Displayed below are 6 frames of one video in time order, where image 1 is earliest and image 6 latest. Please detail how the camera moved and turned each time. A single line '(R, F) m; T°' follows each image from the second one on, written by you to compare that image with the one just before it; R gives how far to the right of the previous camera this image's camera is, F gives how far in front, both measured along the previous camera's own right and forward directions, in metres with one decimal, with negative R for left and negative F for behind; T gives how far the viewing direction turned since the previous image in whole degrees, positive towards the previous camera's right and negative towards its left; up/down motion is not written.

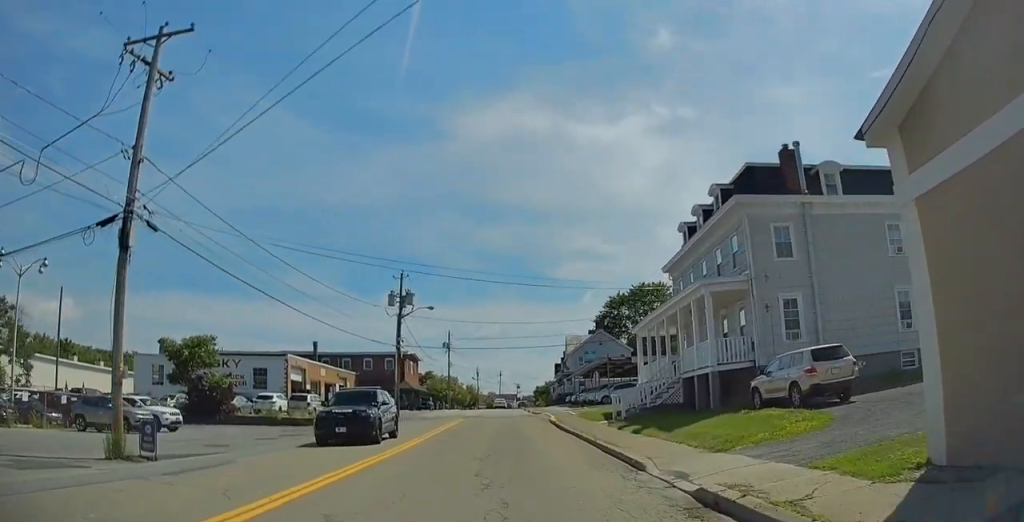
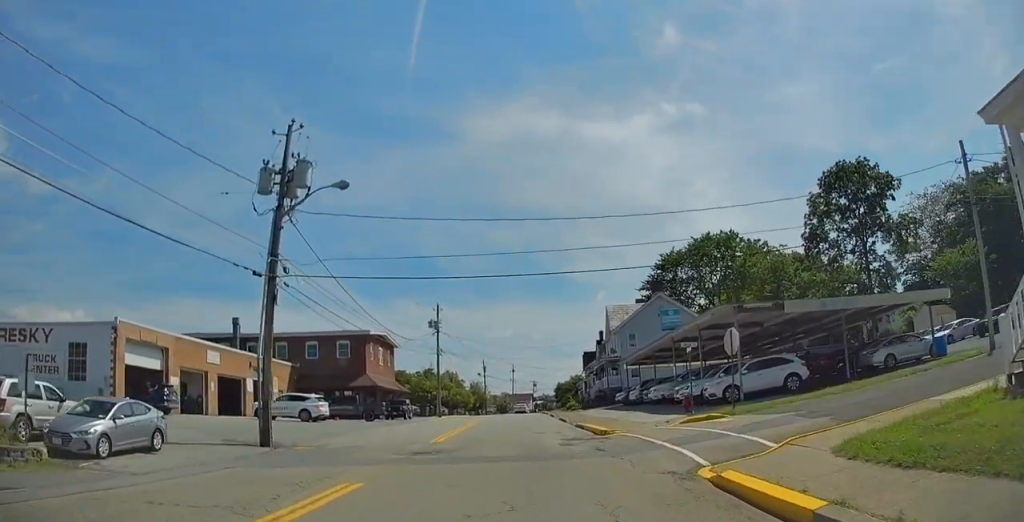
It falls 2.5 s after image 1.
(-0.3, +30.6) m; +1°
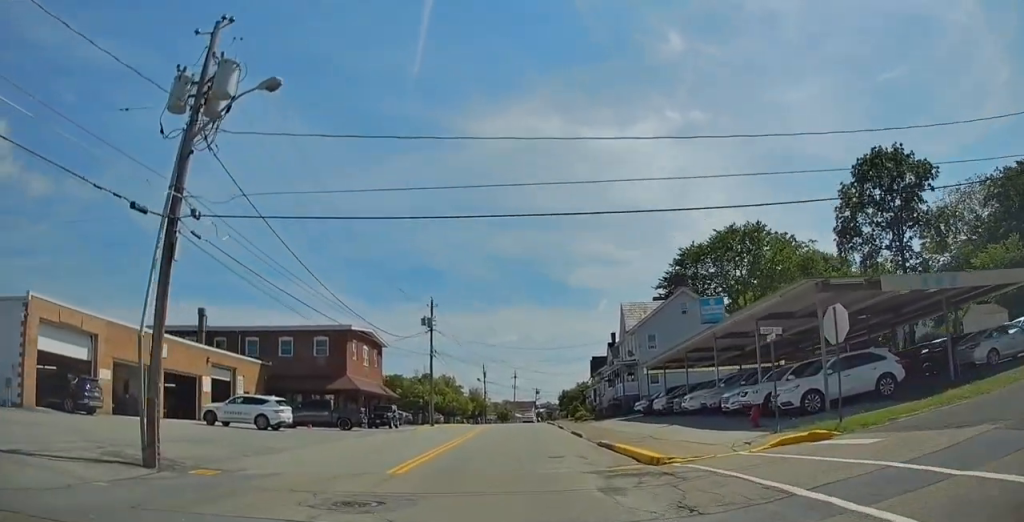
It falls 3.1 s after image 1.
(0.0, +7.6) m; 0°
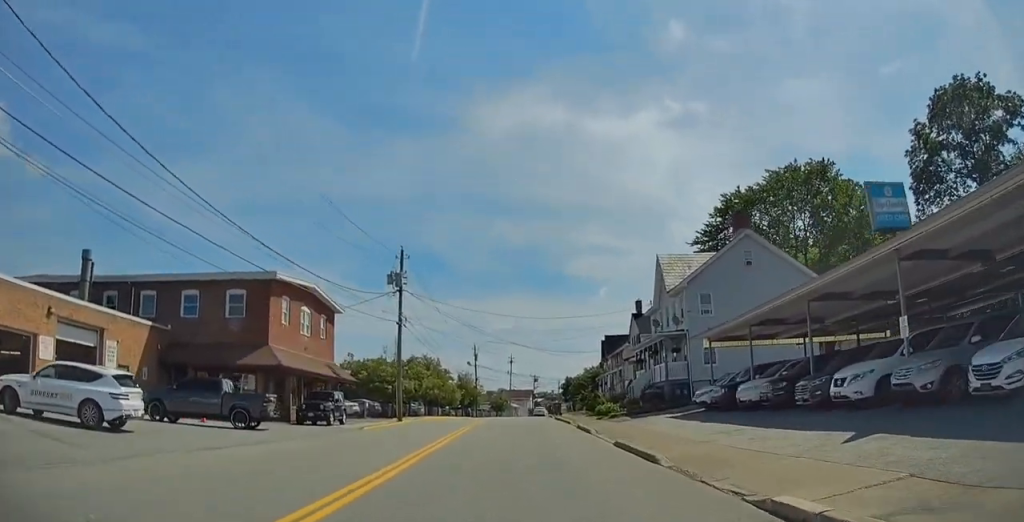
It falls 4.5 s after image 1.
(-0.2, +15.9) m; -1°
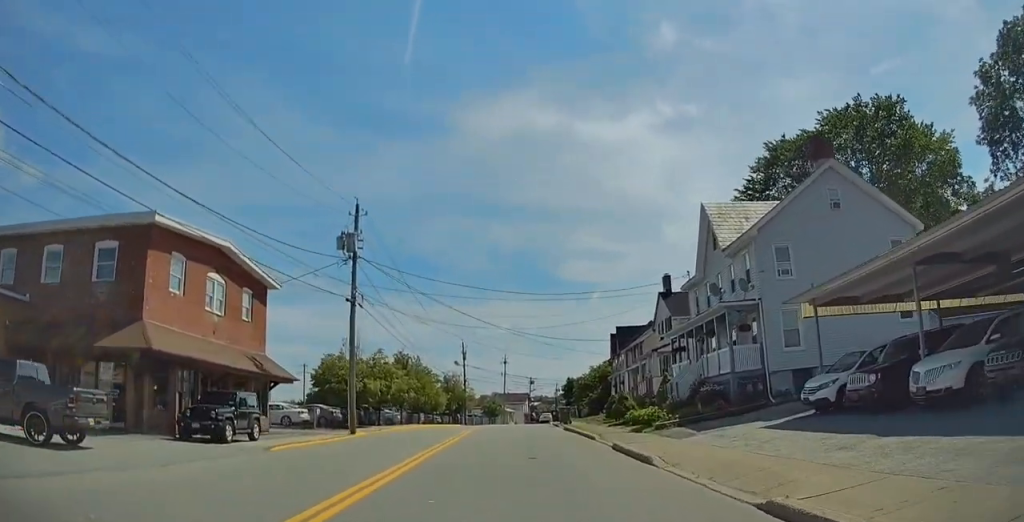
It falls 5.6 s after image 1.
(0.0, +12.2) m; -1°
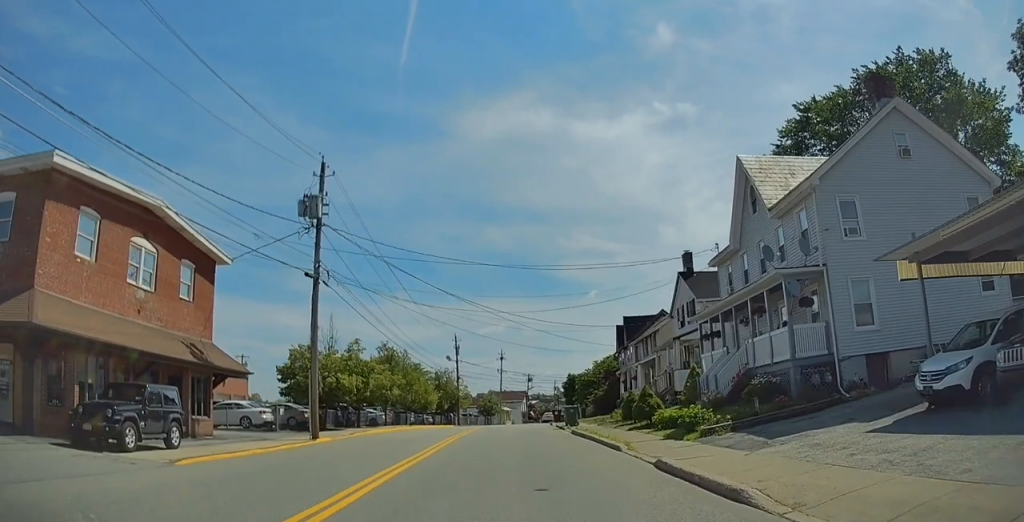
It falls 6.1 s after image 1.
(0.0, +6.1) m; -1°
